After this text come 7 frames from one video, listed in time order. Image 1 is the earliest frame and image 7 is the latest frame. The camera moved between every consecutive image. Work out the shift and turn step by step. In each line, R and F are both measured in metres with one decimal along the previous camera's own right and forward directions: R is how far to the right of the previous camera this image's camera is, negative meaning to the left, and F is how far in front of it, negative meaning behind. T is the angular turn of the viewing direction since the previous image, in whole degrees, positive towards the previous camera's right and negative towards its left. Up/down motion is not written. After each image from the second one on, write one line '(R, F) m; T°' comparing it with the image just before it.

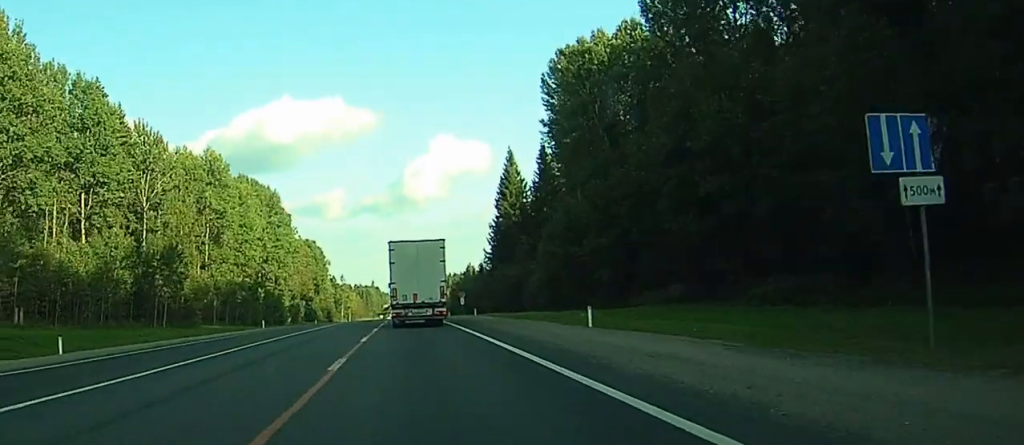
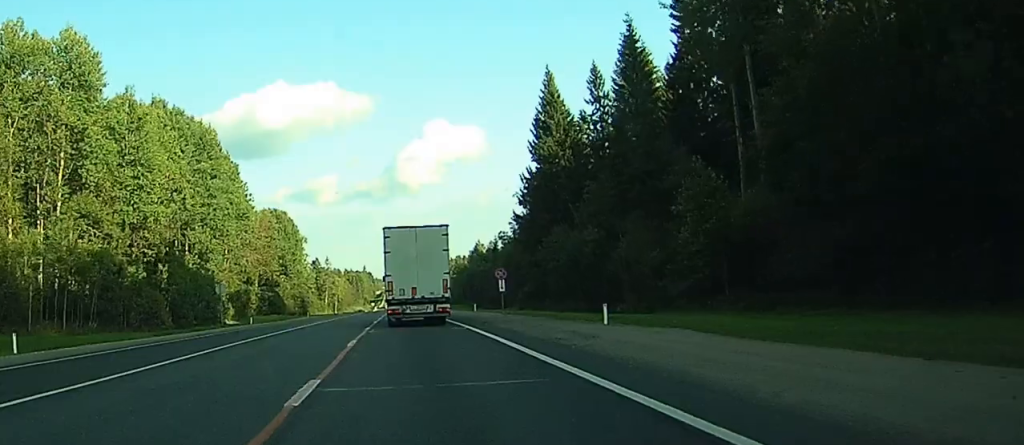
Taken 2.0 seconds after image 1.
(-0.6, +53.5) m; 0°
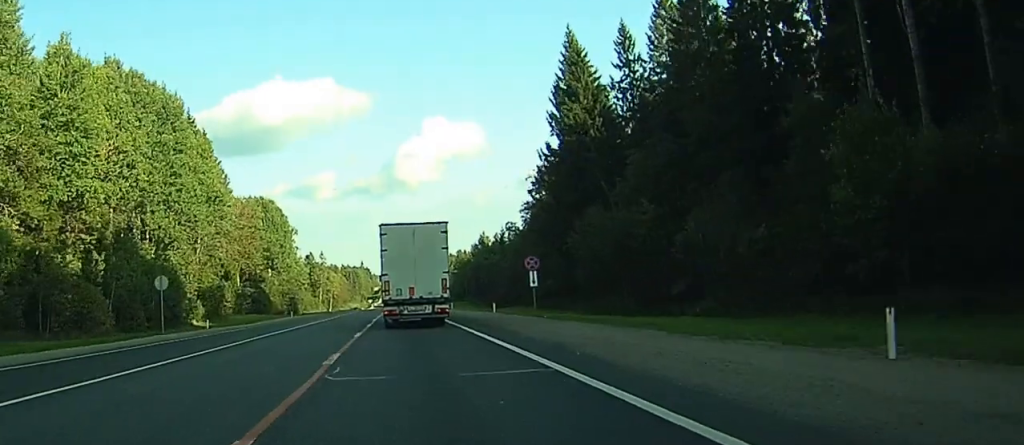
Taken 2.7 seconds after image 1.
(+0.2, +17.6) m; +1°
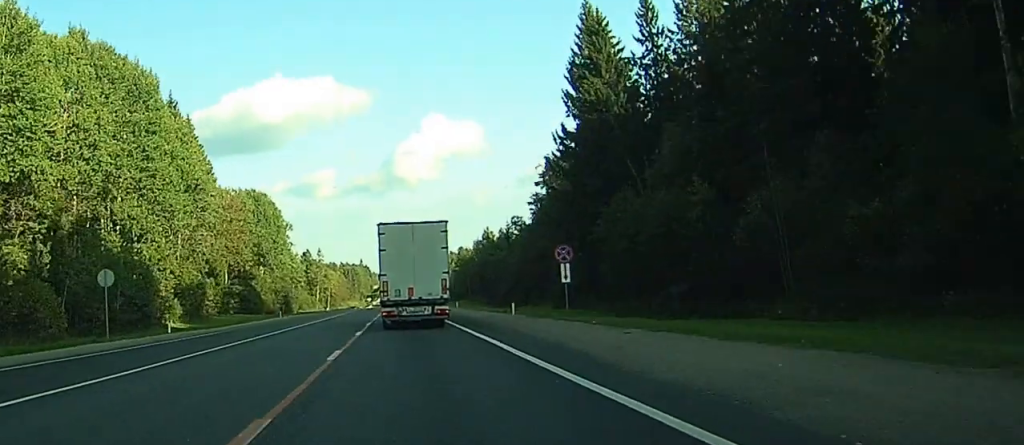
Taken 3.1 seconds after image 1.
(0.0, +10.5) m; 0°
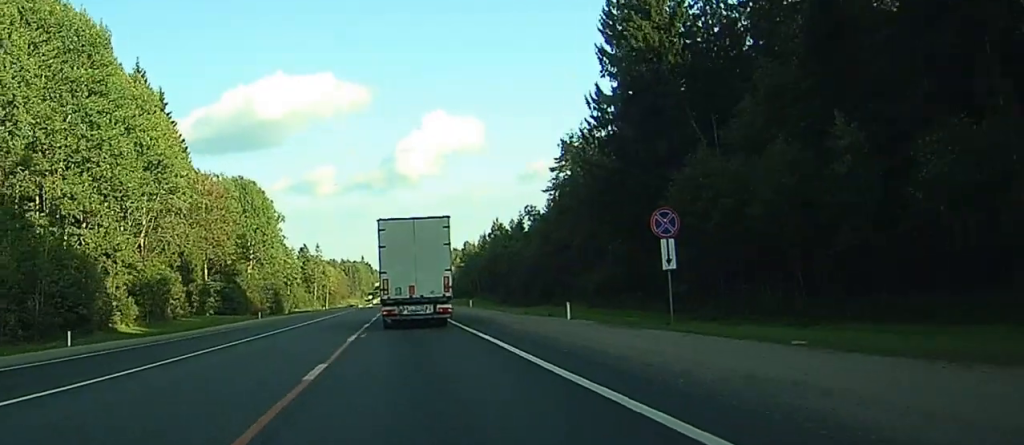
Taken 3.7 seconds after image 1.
(0.0, +16.7) m; 0°
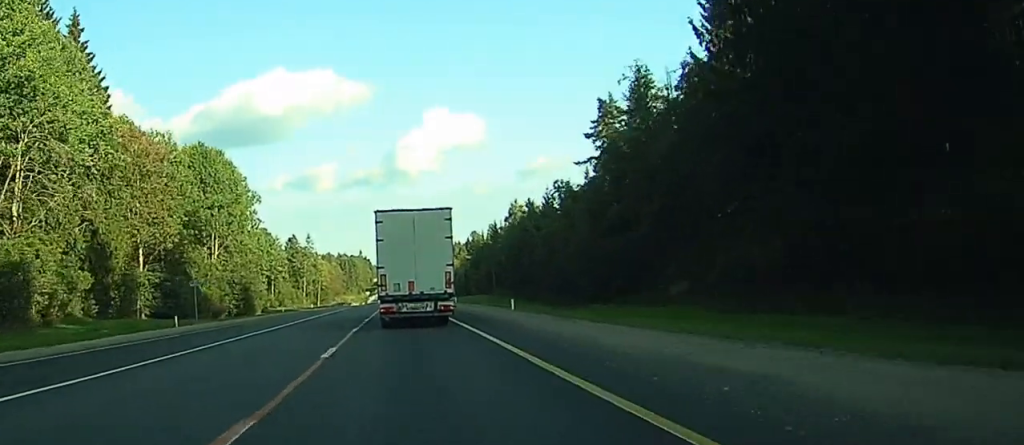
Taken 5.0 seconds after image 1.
(-0.2, +32.2) m; -1°
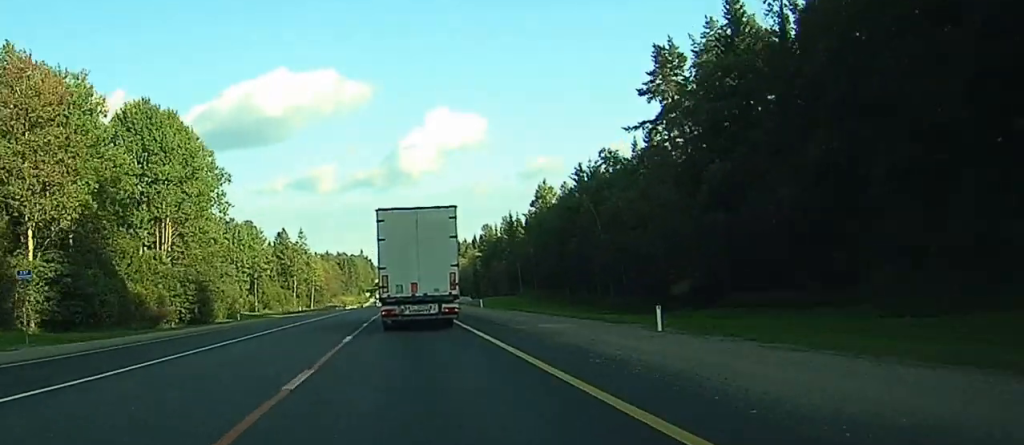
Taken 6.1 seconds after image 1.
(-0.1, +30.0) m; 0°
